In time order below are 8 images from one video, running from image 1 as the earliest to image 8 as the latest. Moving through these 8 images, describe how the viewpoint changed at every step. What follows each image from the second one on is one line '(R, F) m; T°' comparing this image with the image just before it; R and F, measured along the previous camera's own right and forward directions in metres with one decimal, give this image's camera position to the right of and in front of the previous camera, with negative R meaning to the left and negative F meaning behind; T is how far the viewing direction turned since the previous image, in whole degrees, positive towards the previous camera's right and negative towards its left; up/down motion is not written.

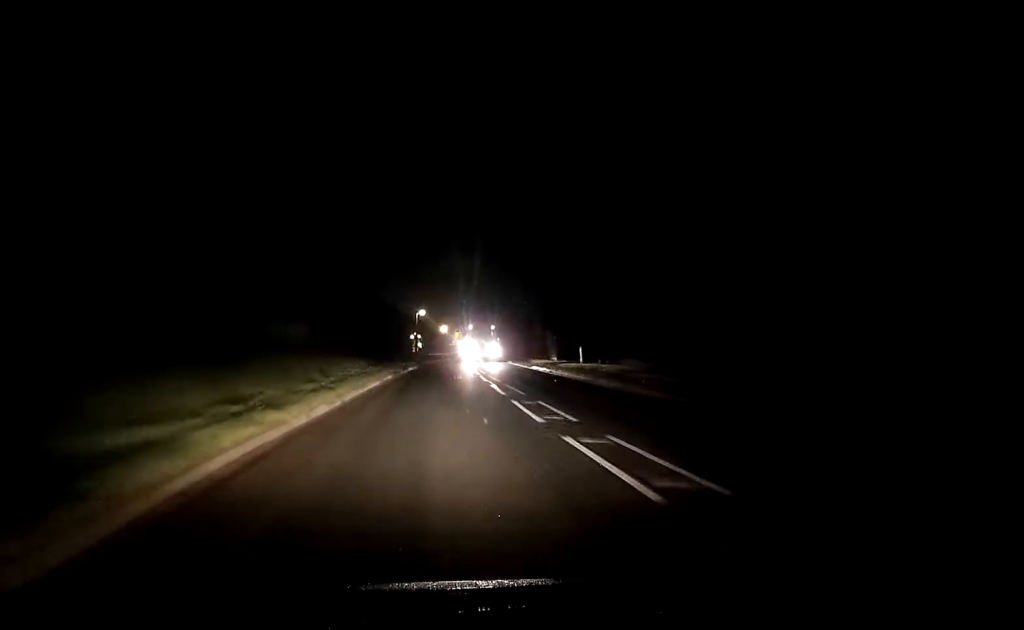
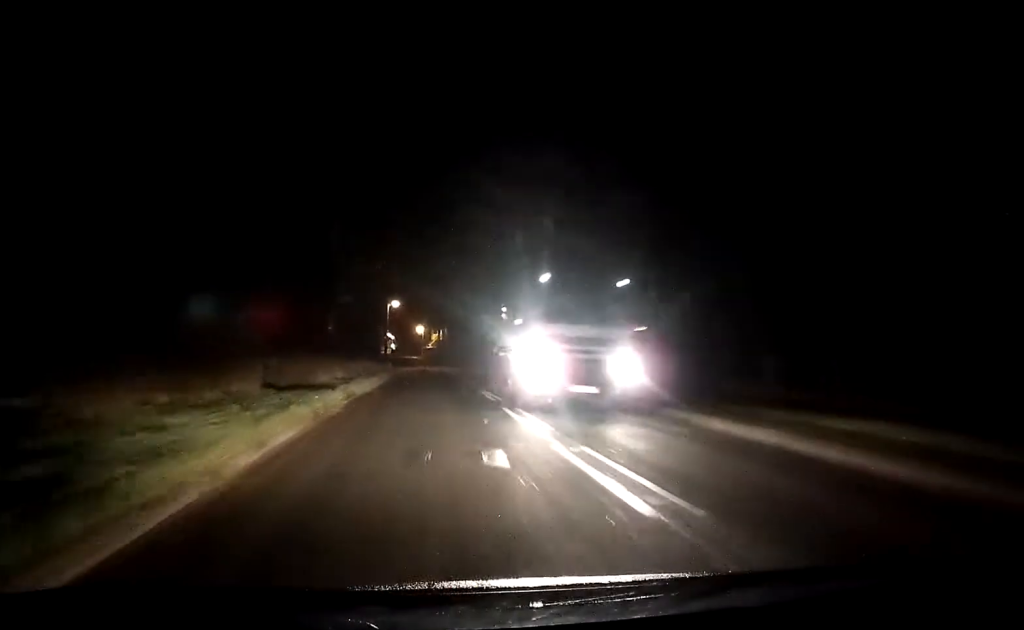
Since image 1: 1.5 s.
(+0.1, +18.7) m; +2°
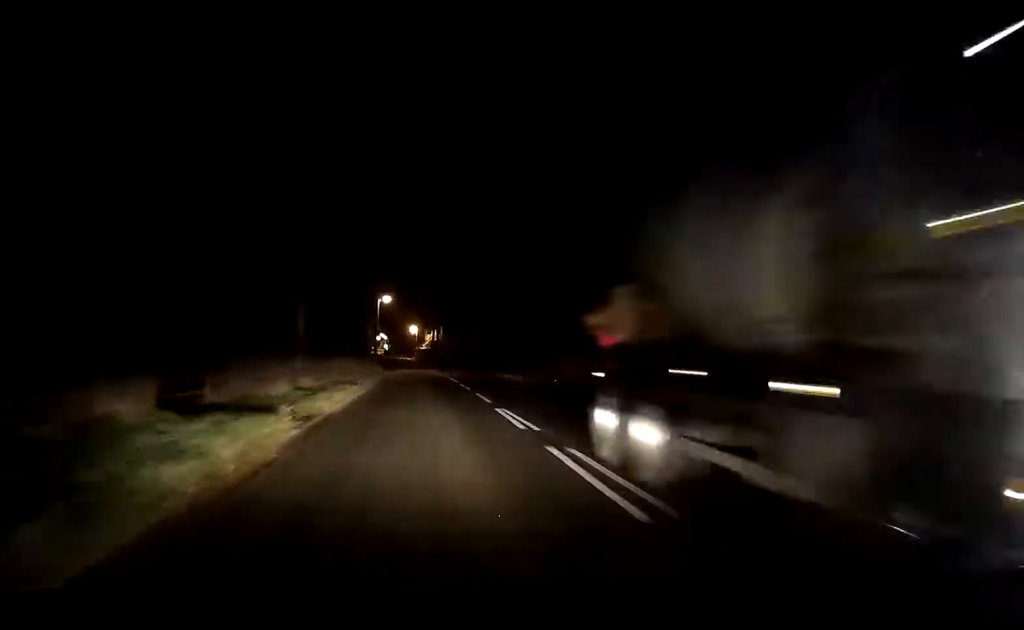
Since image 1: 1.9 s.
(+0.2, +6.0) m; 0°
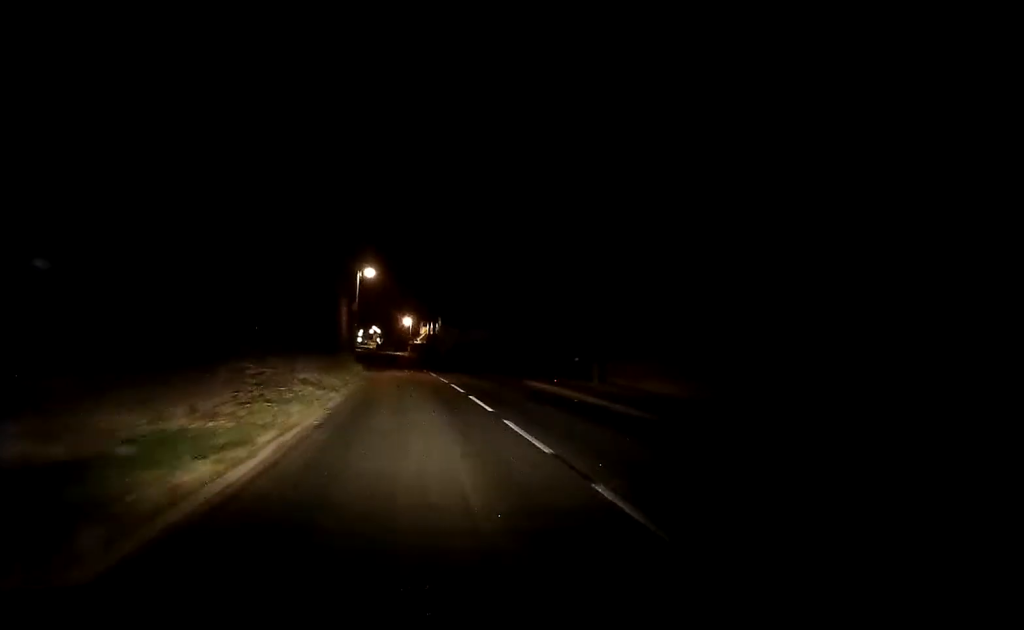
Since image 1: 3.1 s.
(+0.1, +14.7) m; +1°
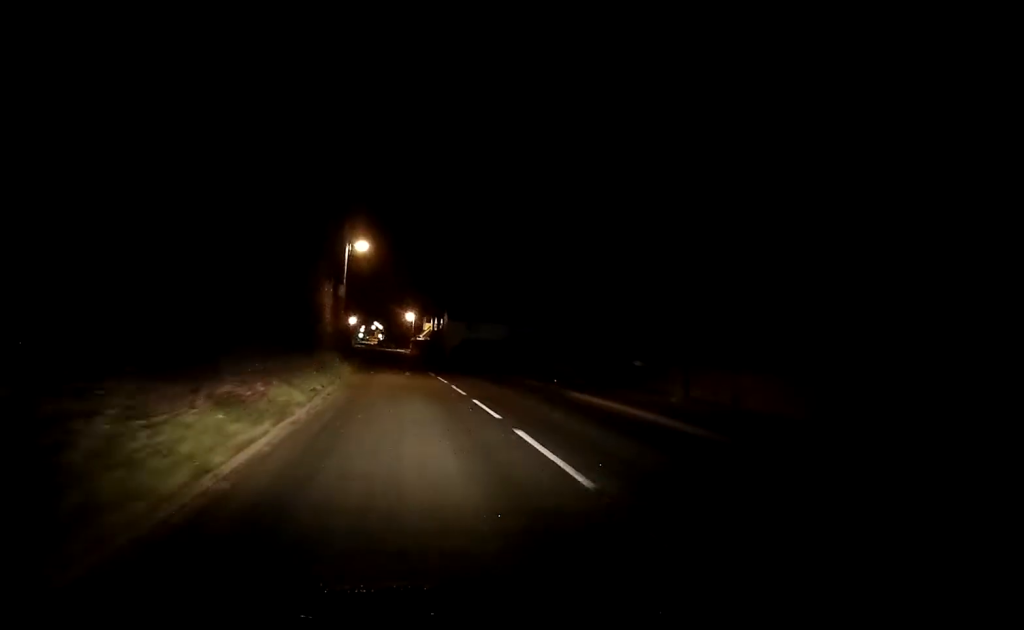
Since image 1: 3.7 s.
(-0.1, +8.3) m; +1°
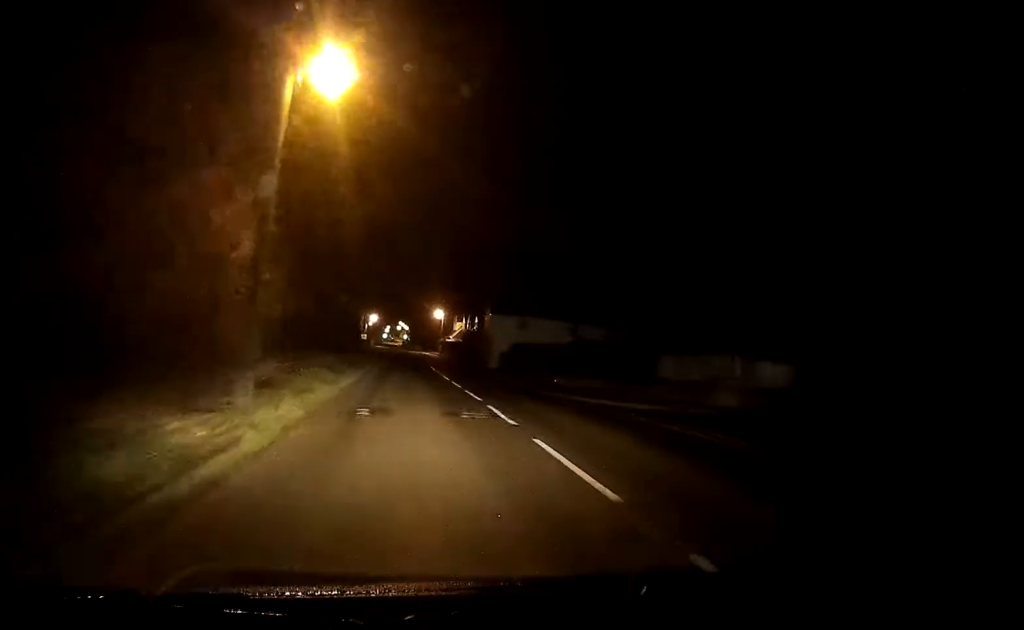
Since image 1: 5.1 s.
(+0.5, +18.6) m; 0°
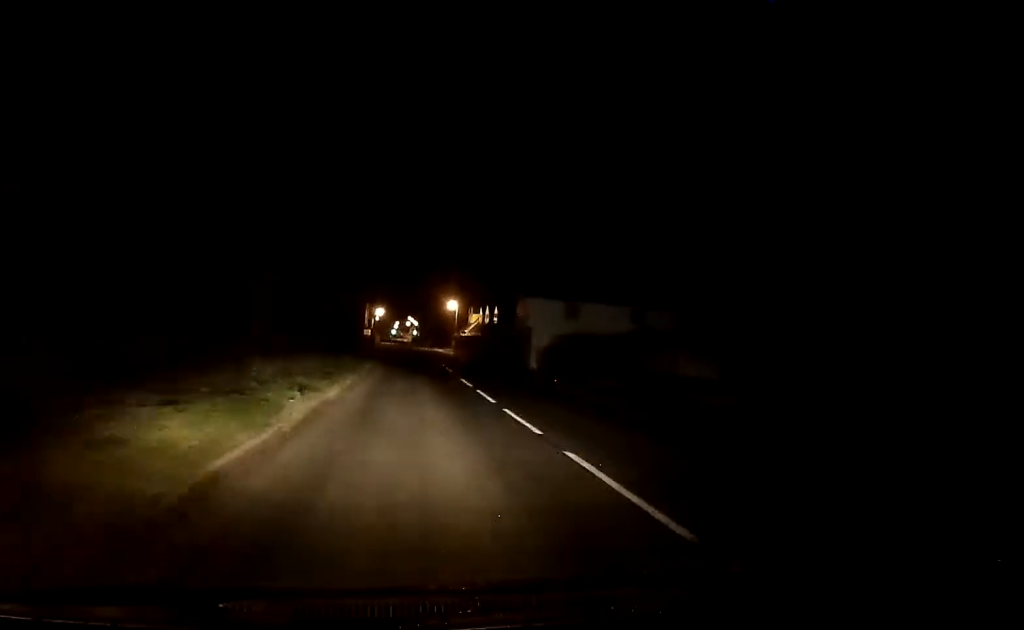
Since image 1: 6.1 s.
(-0.3, +13.6) m; -1°
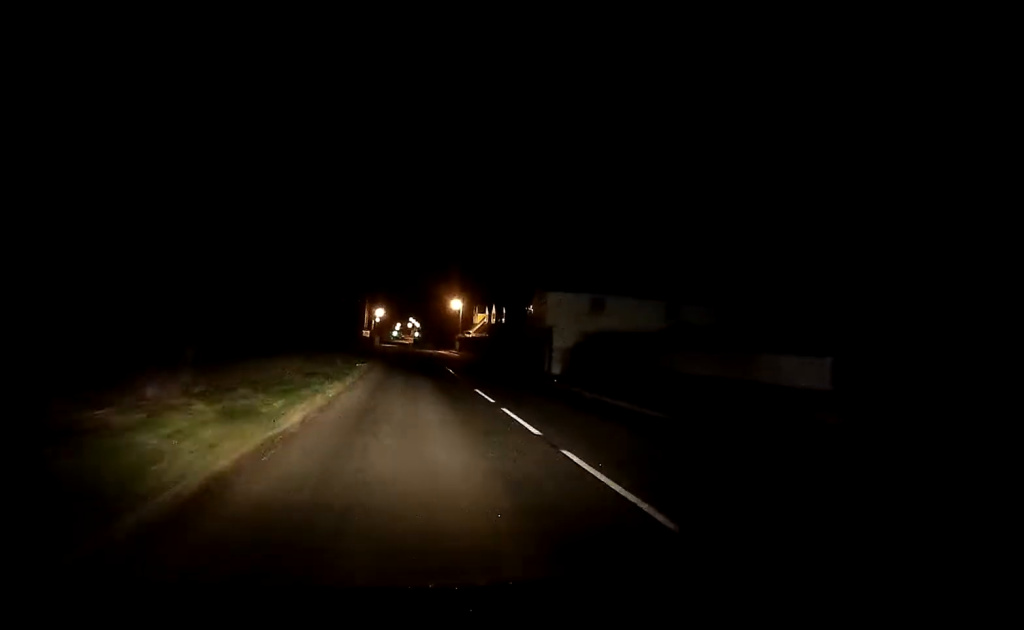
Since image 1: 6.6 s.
(-0.1, +5.7) m; 0°
